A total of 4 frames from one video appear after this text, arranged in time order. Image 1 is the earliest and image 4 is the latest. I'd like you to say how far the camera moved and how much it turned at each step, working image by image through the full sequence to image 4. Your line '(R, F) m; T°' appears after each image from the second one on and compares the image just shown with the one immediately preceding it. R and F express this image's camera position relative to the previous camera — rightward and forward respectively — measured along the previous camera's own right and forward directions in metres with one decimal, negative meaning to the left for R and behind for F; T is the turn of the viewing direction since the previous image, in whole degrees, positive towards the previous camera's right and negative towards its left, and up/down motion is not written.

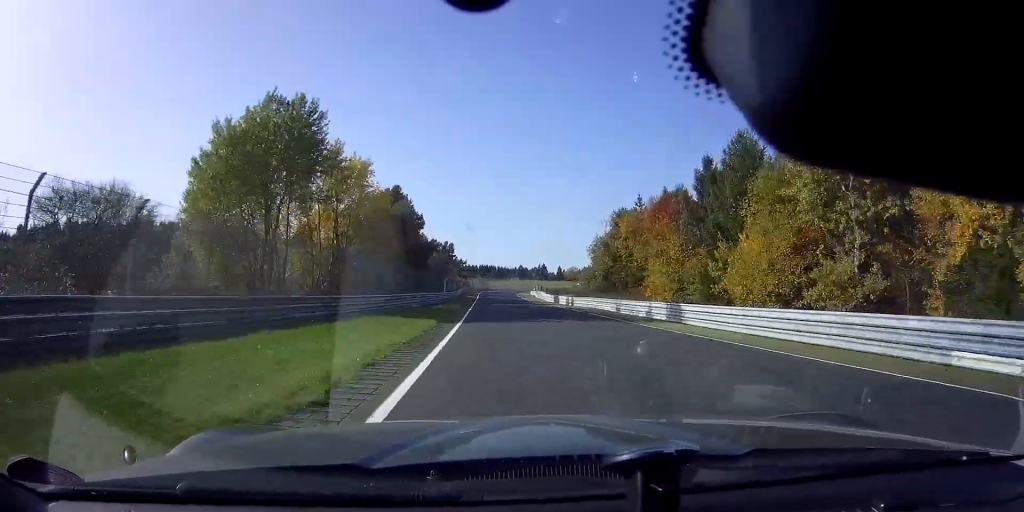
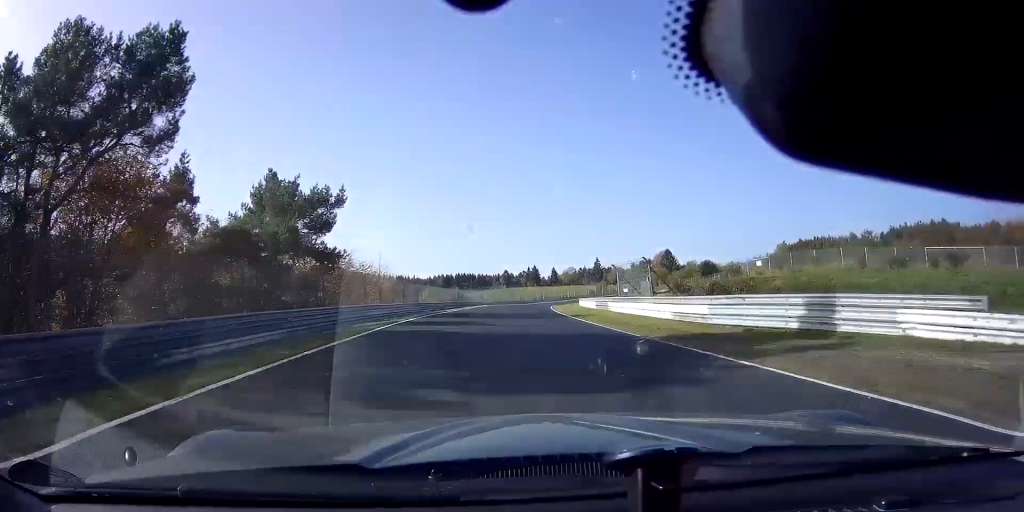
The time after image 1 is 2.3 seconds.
(-0.3, +102.6) m; +3°
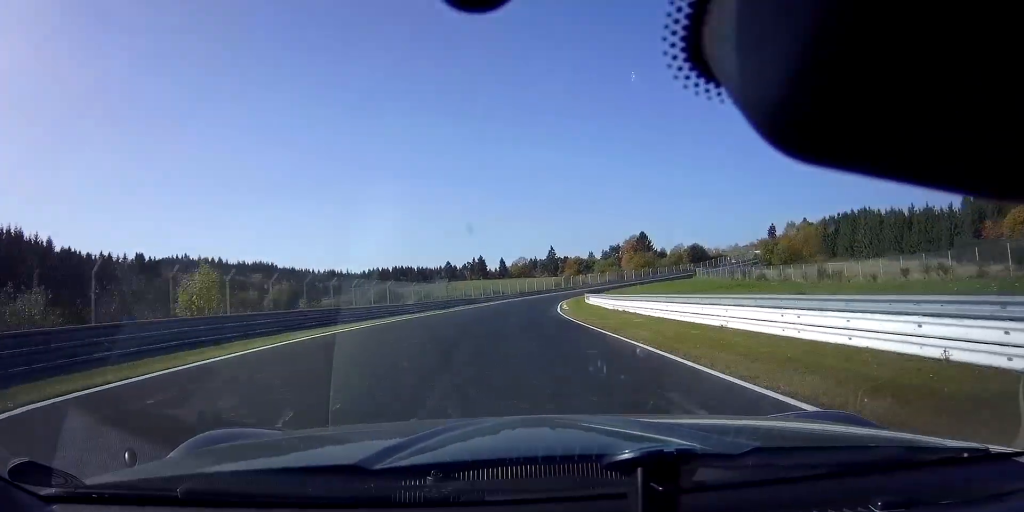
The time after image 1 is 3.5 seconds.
(+2.4, +50.0) m; +6°
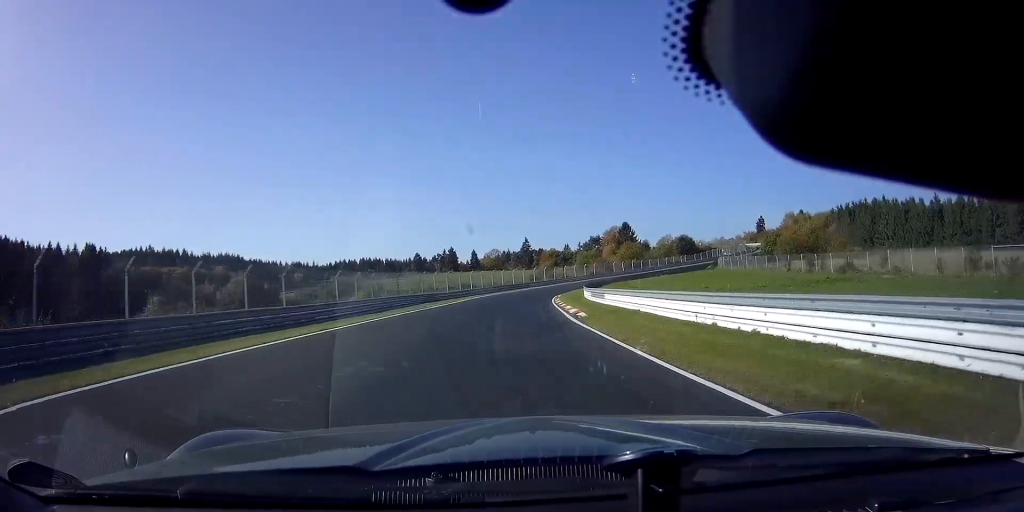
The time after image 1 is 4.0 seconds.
(+0.3, +17.0) m; +3°
